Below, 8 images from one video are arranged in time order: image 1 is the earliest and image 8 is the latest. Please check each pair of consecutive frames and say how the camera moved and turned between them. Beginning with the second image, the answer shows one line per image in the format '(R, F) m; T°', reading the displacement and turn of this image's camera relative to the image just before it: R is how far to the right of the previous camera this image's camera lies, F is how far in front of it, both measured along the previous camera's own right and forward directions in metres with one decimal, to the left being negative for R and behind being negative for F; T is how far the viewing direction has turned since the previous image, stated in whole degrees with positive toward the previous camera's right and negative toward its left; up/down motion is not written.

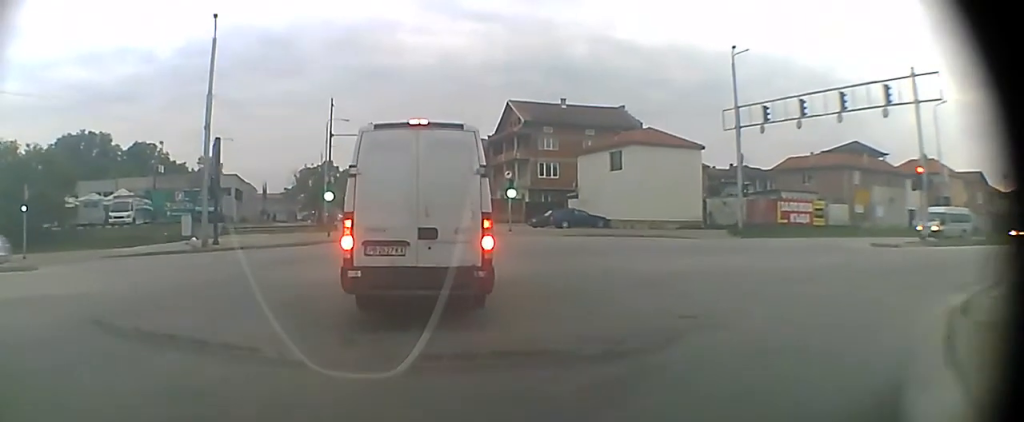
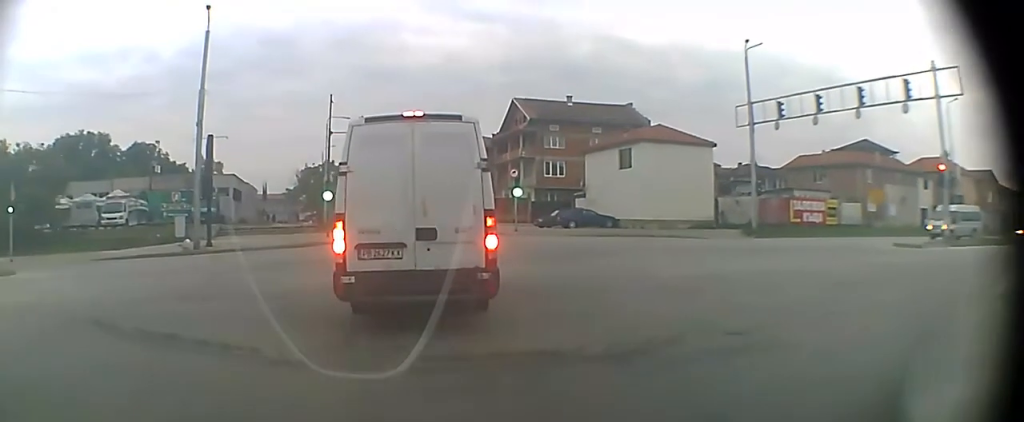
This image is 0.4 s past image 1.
(0.0, +1.8) m; 0°
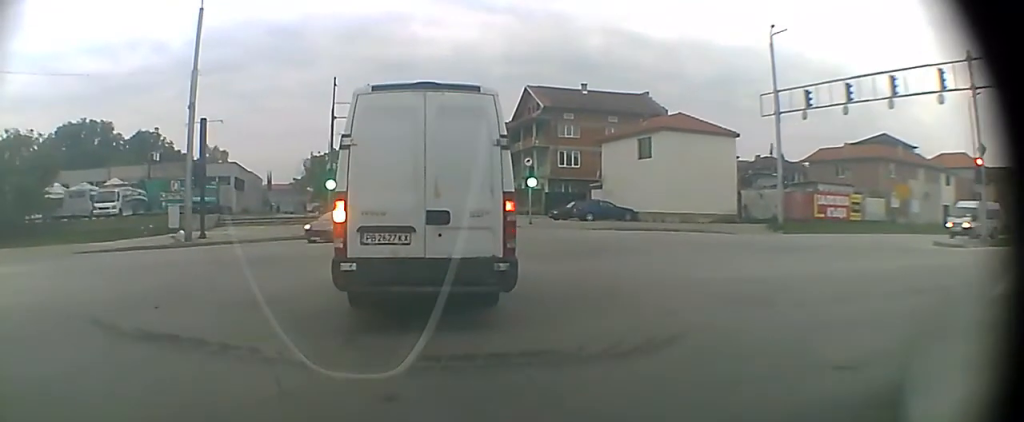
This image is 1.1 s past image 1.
(0.0, +2.8) m; -1°
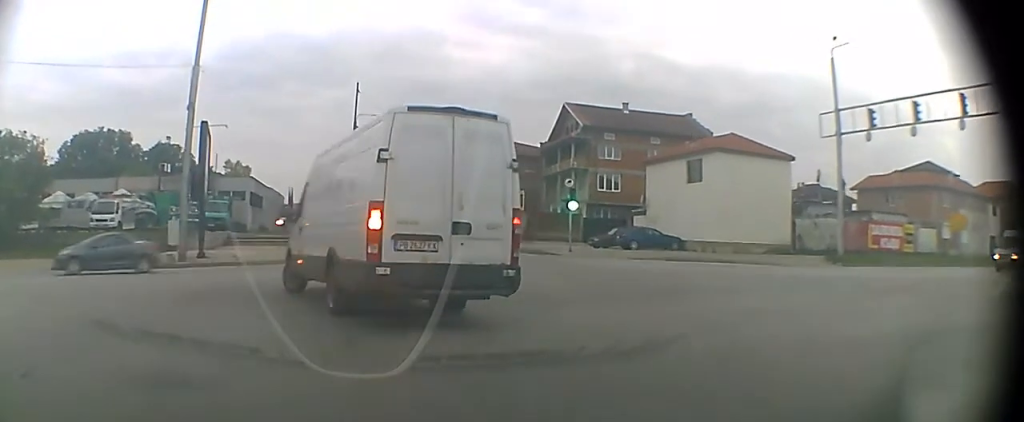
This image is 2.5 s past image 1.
(-0.1, +4.9) m; -5°
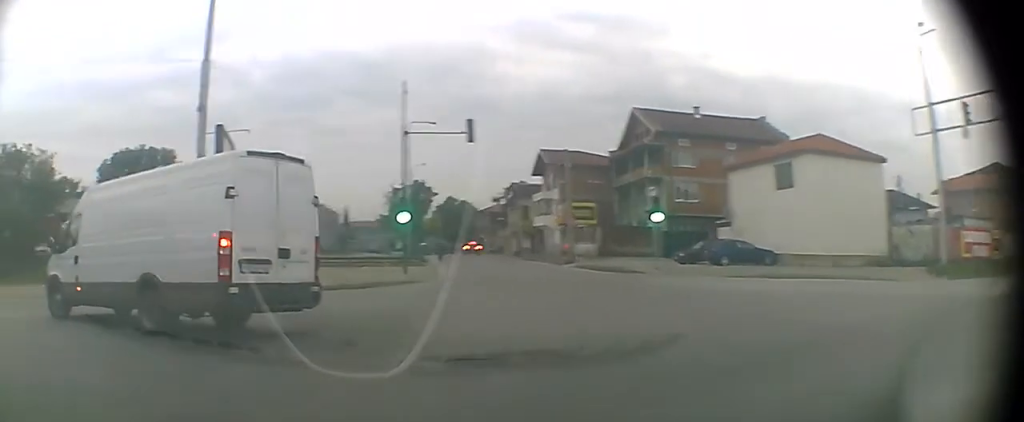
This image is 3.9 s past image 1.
(-0.4, +4.9) m; -14°
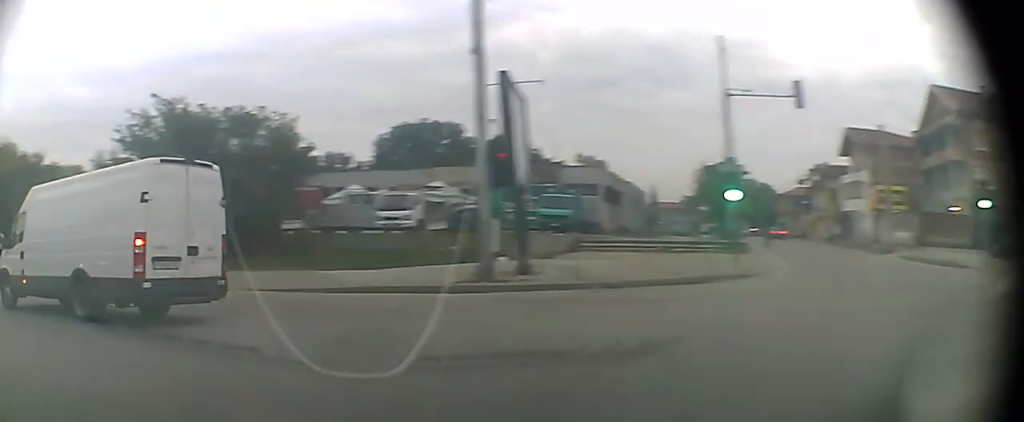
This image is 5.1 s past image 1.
(-0.7, +5.1) m; -22°
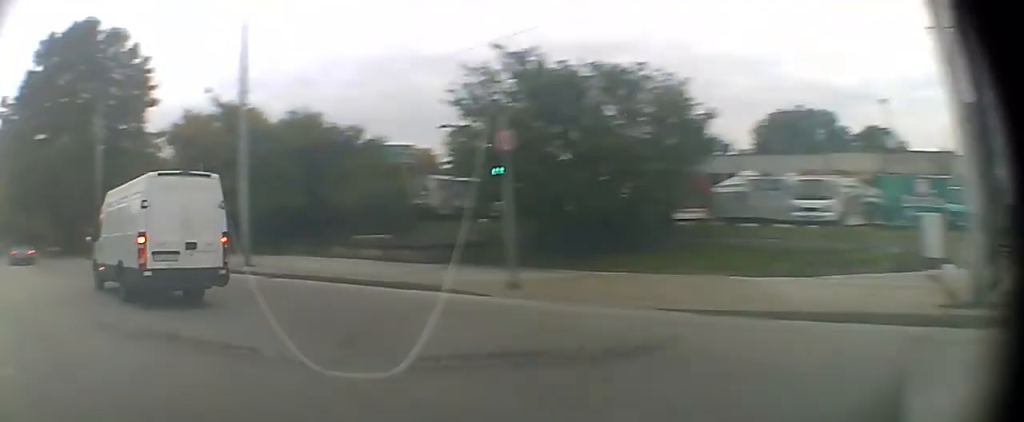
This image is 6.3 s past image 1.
(-2.1, +6.9) m; -33°
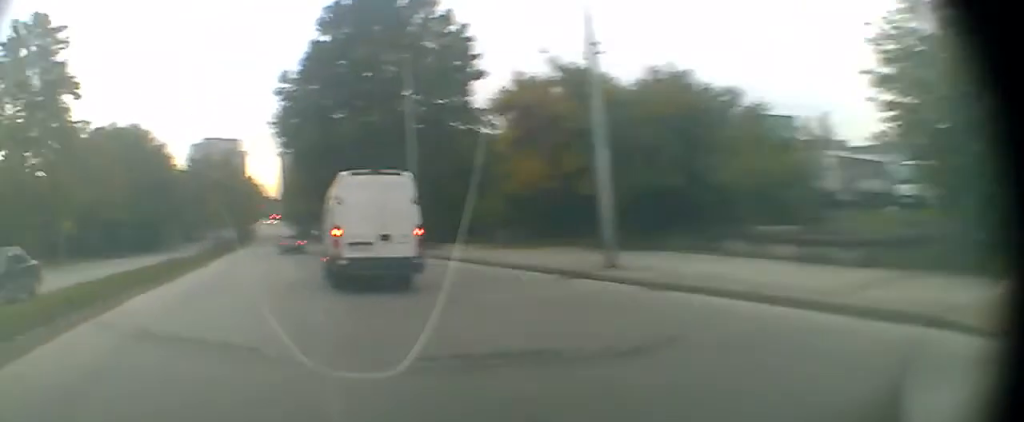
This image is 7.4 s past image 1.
(-1.5, +7.6) m; -15°
